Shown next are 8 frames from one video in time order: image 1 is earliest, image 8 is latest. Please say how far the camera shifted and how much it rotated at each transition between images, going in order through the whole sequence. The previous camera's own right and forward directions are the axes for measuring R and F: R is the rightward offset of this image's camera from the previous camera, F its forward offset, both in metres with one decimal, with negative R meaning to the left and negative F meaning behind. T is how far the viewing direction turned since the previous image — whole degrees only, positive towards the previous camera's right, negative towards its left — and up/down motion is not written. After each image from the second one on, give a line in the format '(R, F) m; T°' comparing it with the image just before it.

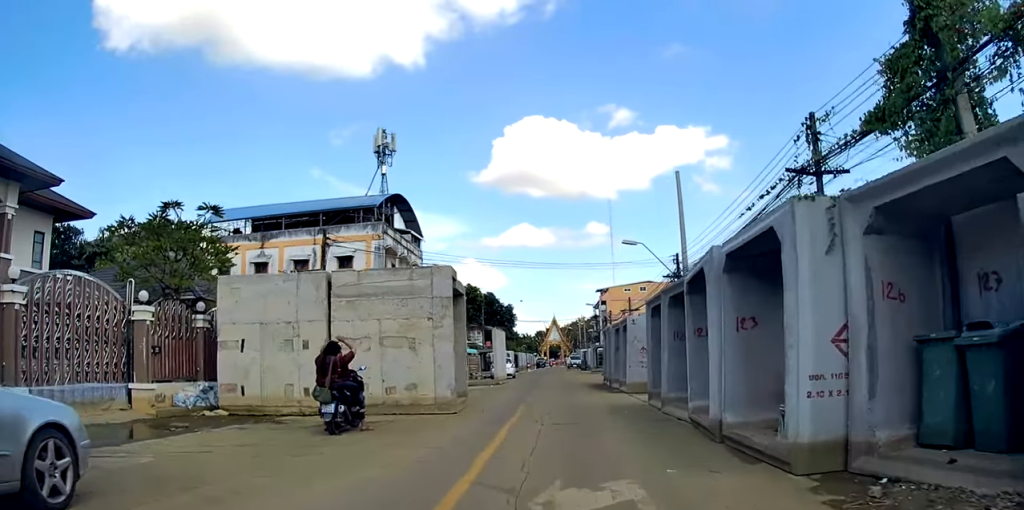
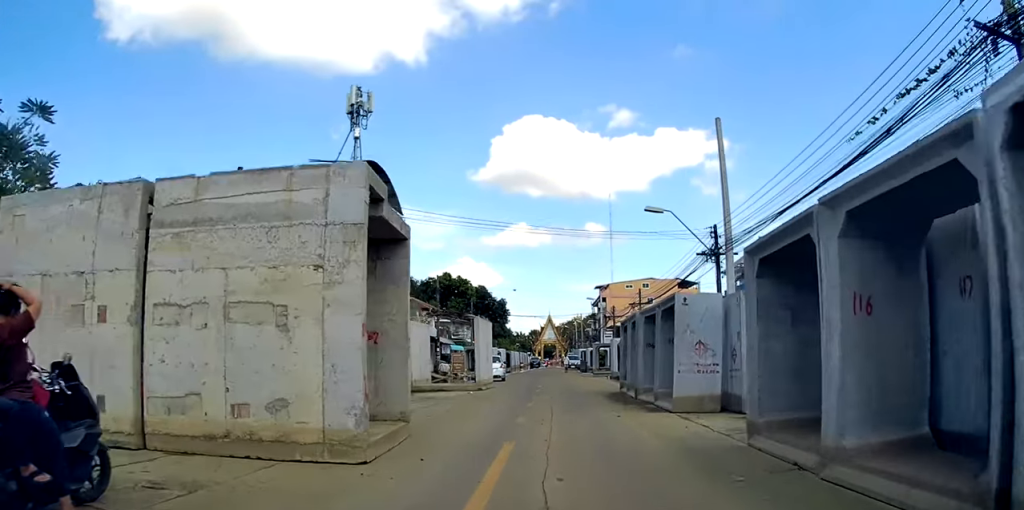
(-0.4, +7.9) m; -2°
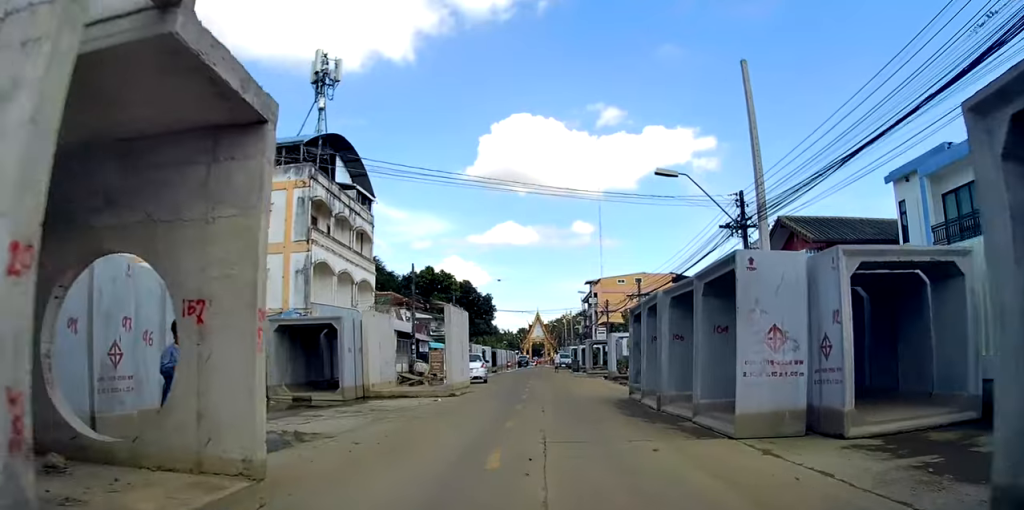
(+0.1, +4.9) m; 0°
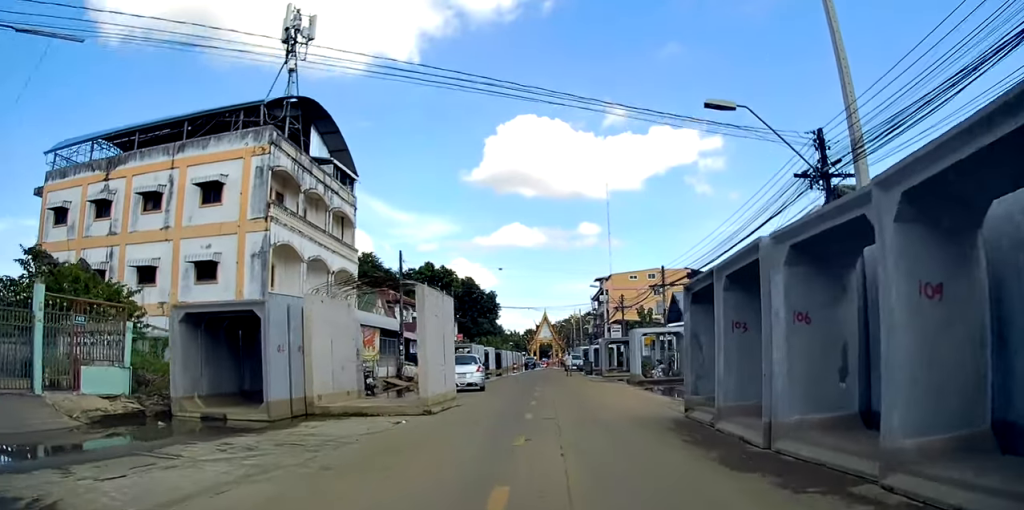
(-0.1, +6.1) m; -3°
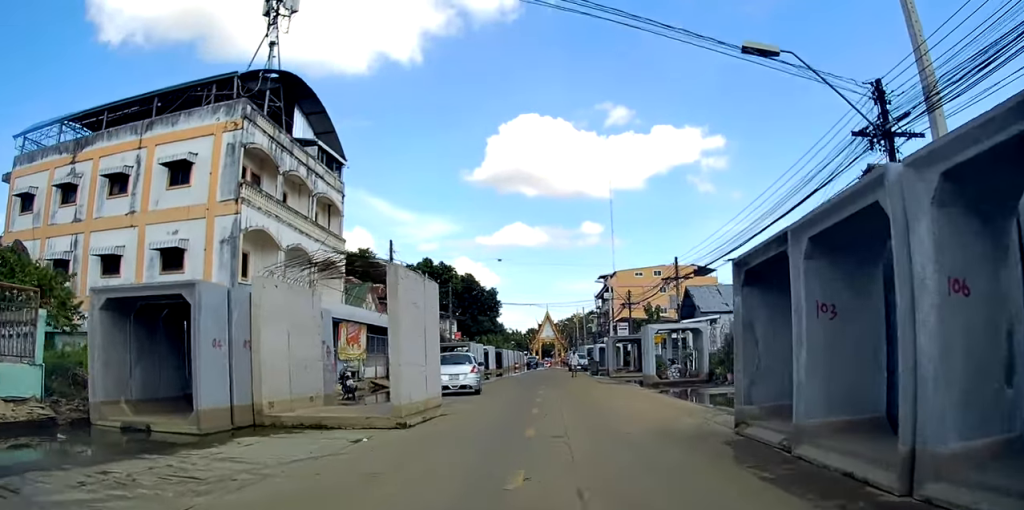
(0.0, +2.9) m; -1°
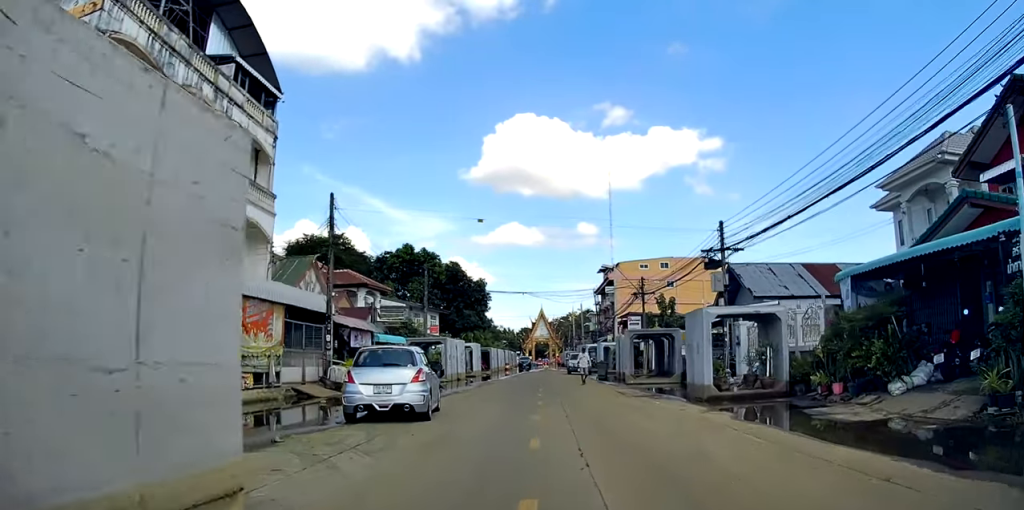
(0.0, +9.0) m; +1°
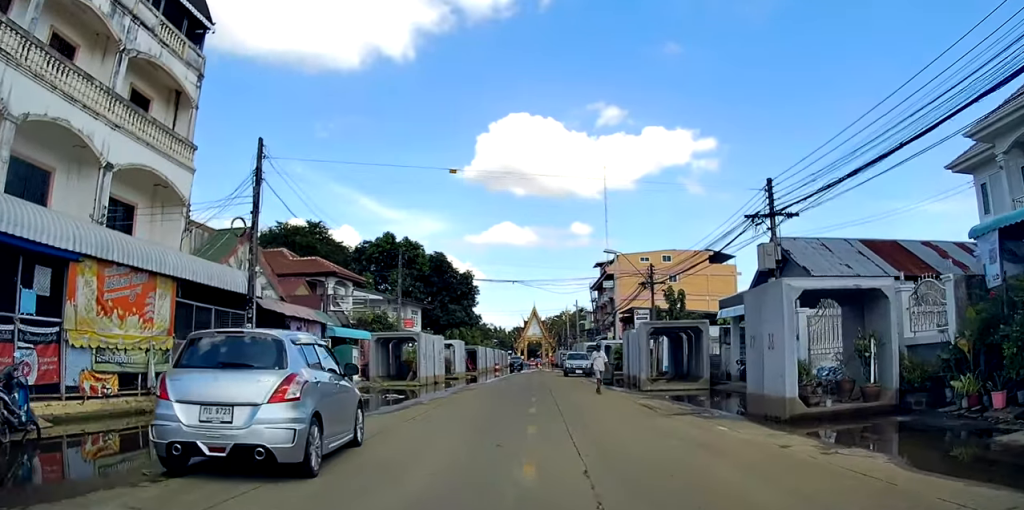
(0.0, +6.2) m; -2°
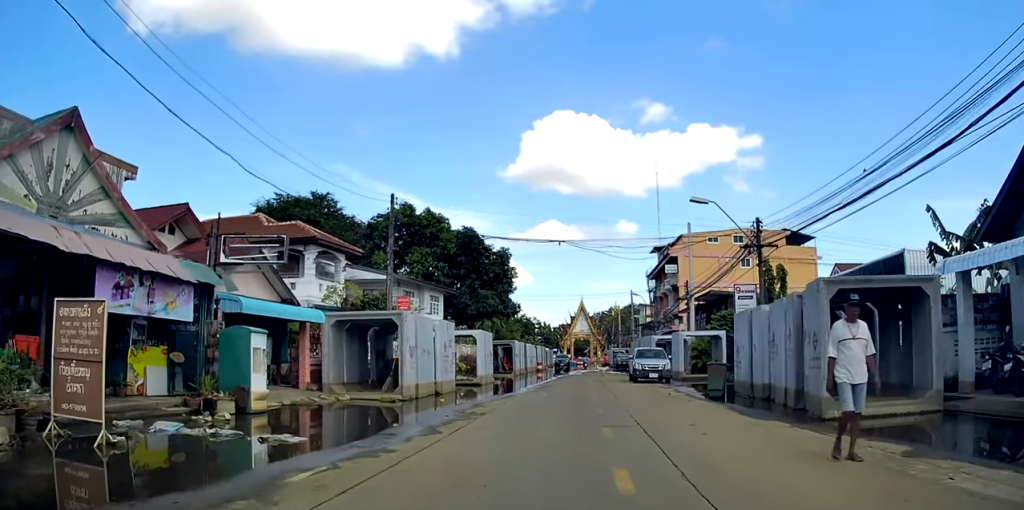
(-0.8, +12.2) m; -4°
